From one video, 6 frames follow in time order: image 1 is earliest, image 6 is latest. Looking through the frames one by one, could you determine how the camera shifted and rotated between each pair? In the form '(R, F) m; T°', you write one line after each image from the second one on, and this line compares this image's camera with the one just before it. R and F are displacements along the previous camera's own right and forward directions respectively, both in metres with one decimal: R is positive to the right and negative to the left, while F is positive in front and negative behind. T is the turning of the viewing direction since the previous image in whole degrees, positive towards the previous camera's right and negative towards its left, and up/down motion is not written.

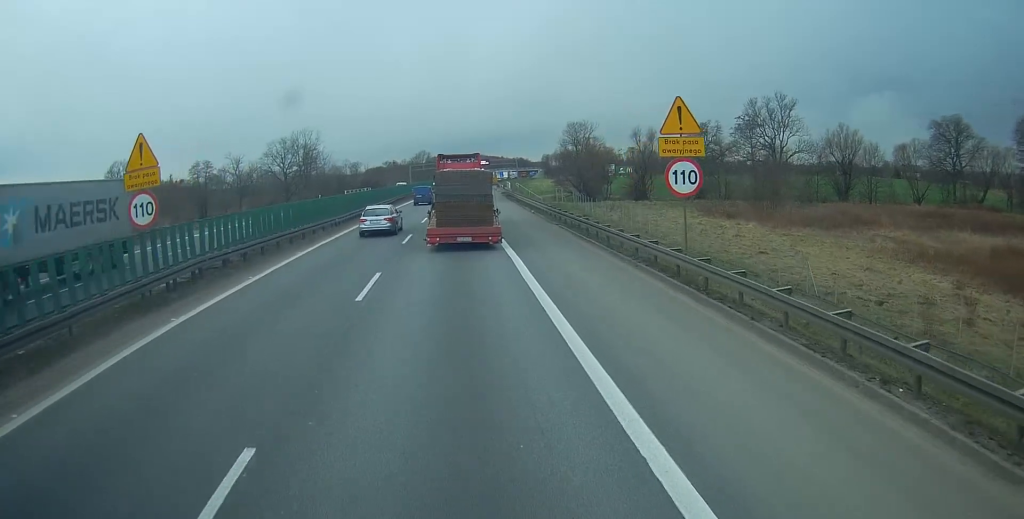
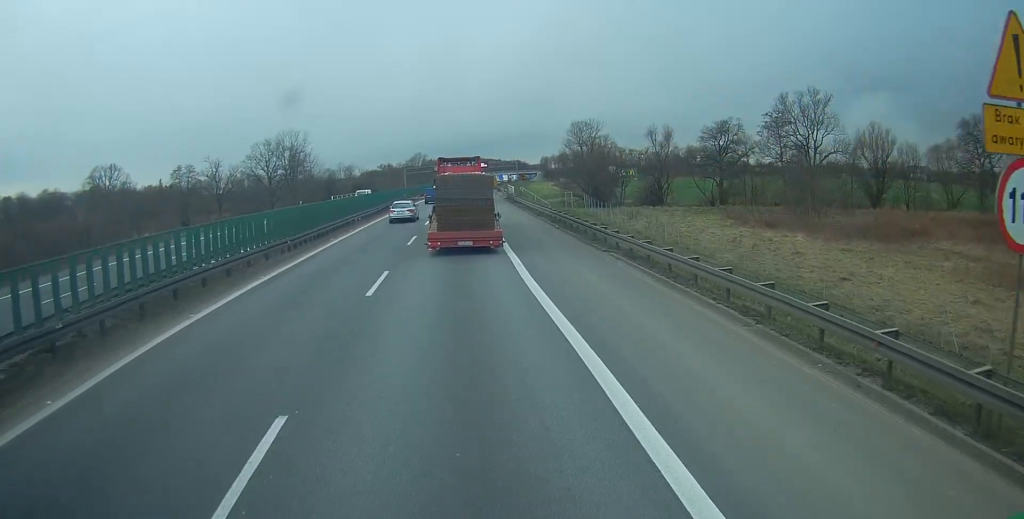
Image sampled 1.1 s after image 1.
(+0.1, +11.1) m; +1°
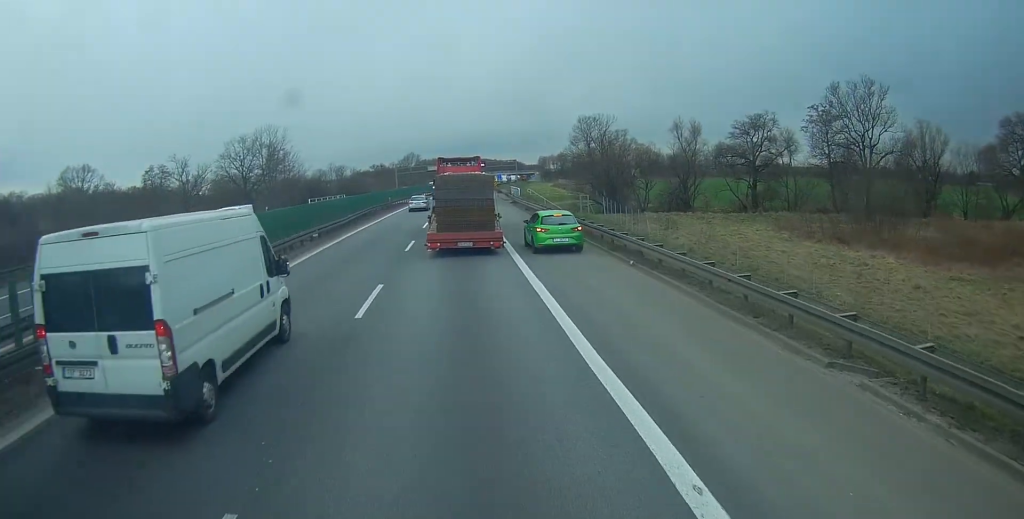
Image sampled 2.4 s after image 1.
(+0.4, +14.2) m; +2°
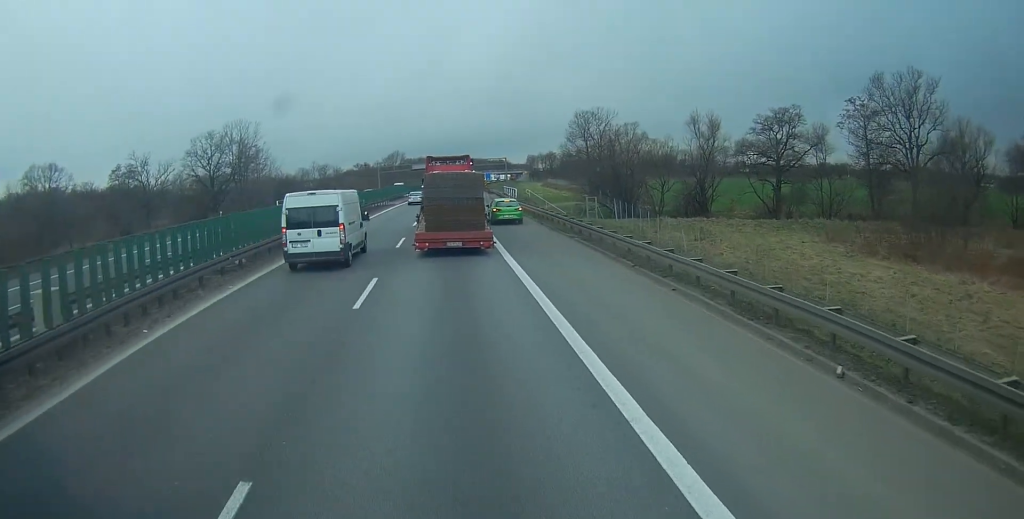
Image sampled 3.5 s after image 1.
(+0.1, +10.9) m; 0°
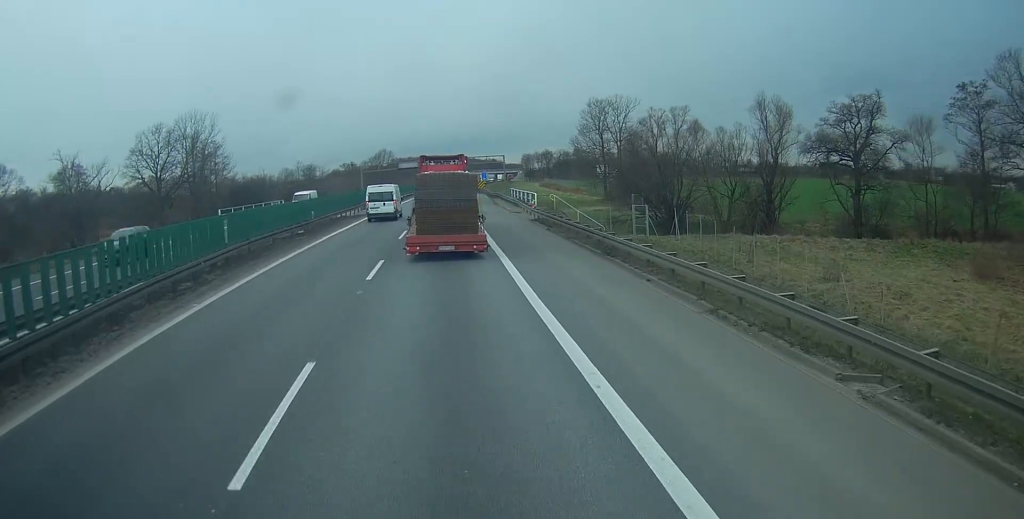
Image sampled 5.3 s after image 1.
(-0.2, +19.7) m; -1°
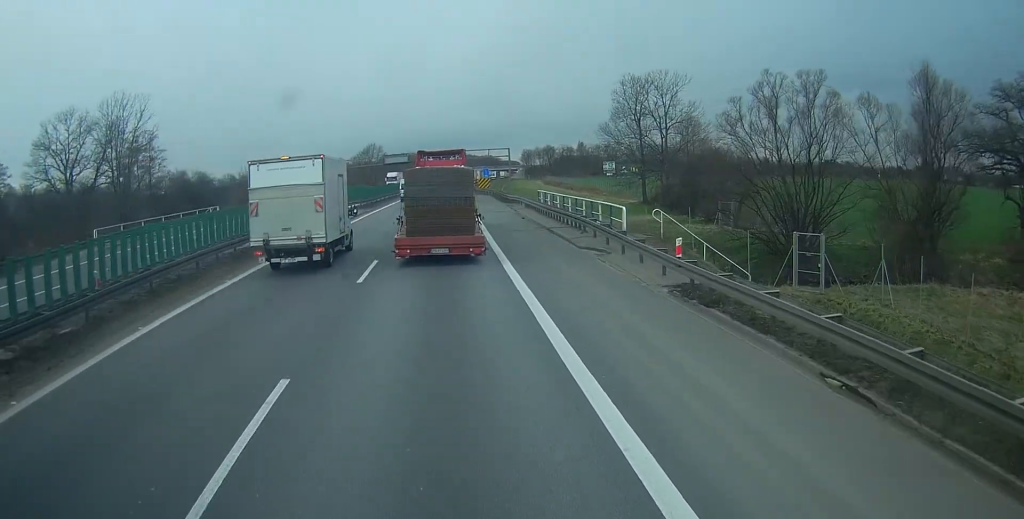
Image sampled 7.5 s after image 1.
(+0.6, +24.6) m; +4°
